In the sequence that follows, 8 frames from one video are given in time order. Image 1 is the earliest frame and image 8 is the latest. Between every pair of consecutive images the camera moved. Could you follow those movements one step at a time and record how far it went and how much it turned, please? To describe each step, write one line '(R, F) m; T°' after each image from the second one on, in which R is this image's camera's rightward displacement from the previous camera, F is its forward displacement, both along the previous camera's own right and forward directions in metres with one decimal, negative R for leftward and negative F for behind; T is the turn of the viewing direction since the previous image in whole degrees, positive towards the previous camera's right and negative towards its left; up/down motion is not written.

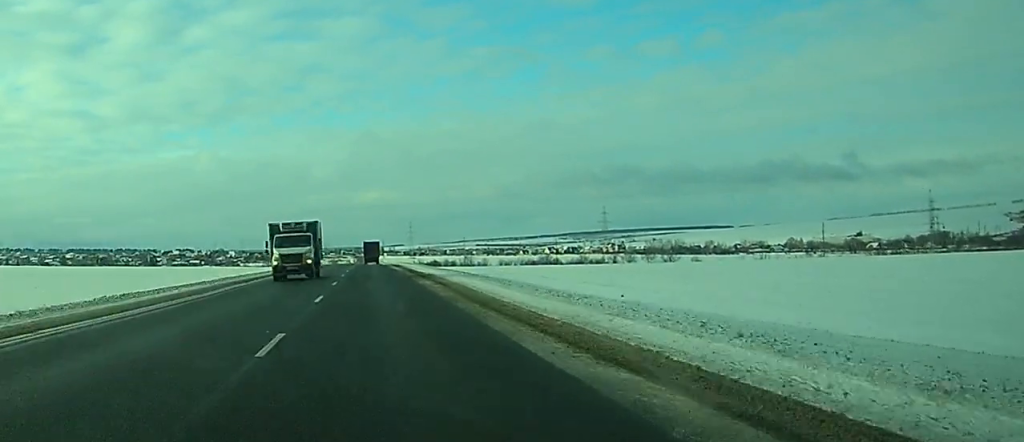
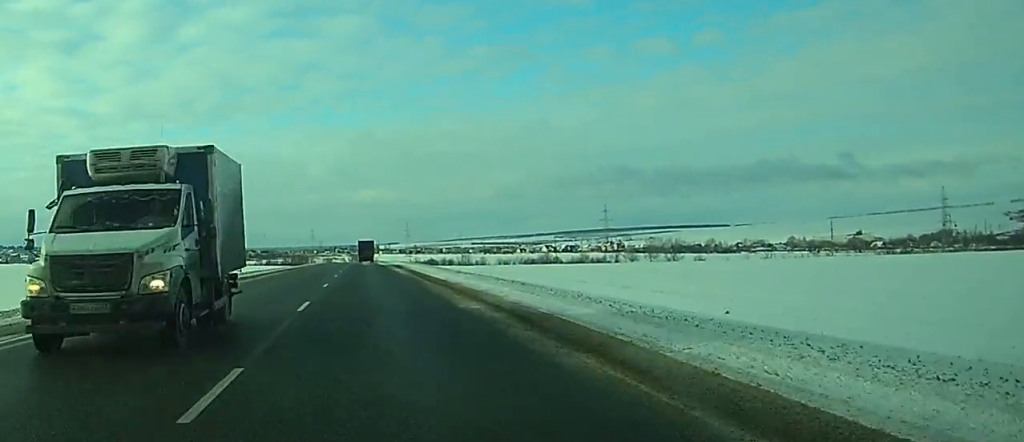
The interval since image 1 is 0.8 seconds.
(+0.1, +16.0) m; +1°
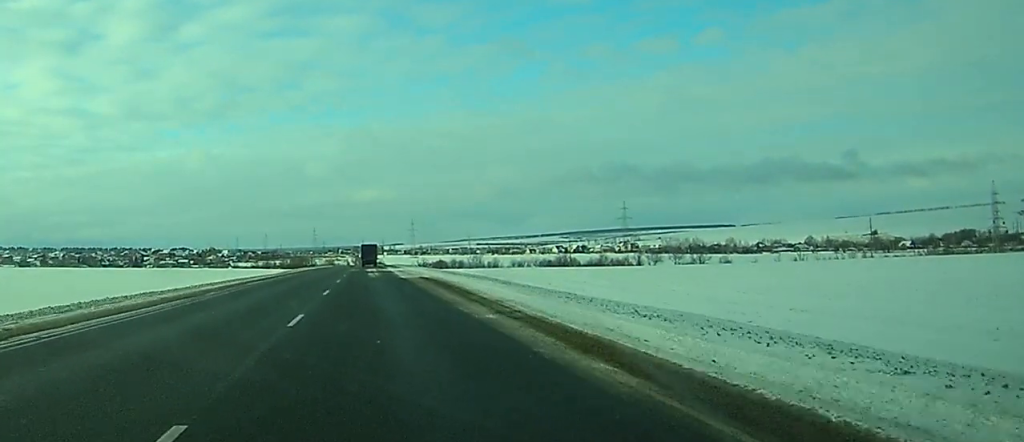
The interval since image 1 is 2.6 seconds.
(+0.2, +38.4) m; 0°
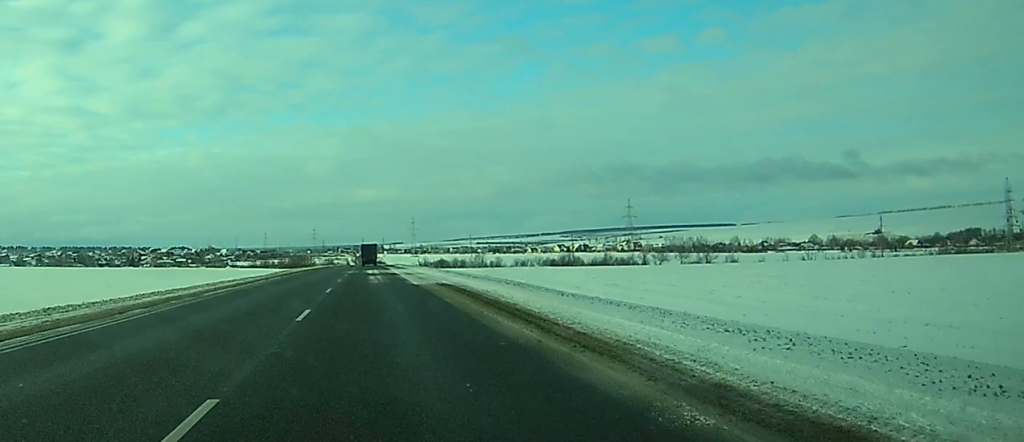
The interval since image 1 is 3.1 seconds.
(-0.1, +10.5) m; 0°
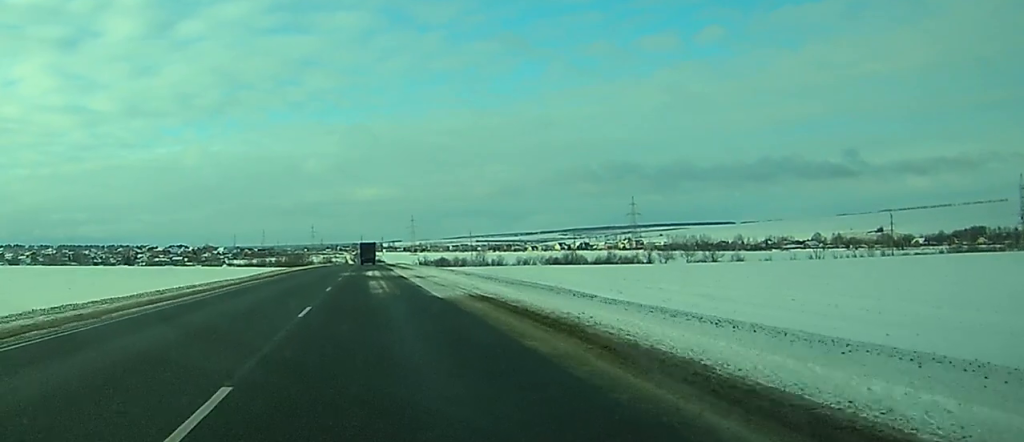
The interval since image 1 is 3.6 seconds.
(0.0, +11.2) m; 0°
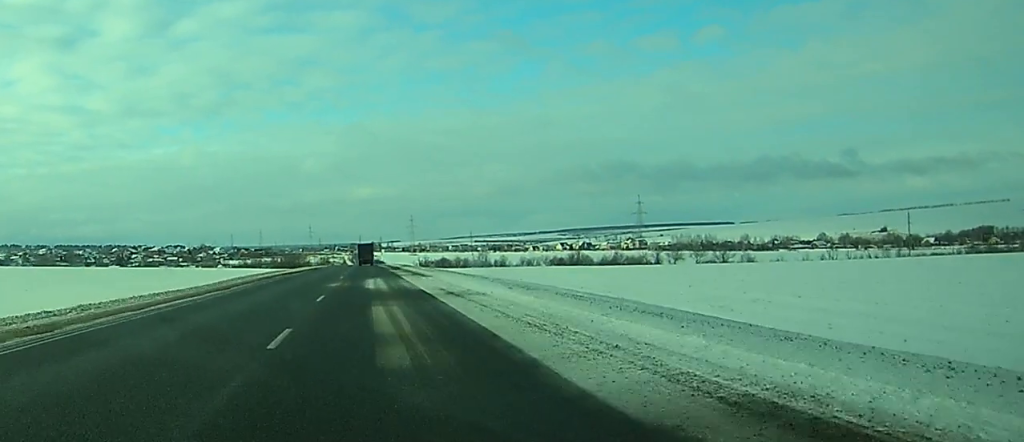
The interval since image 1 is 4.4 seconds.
(0.0, +16.8) m; -1°
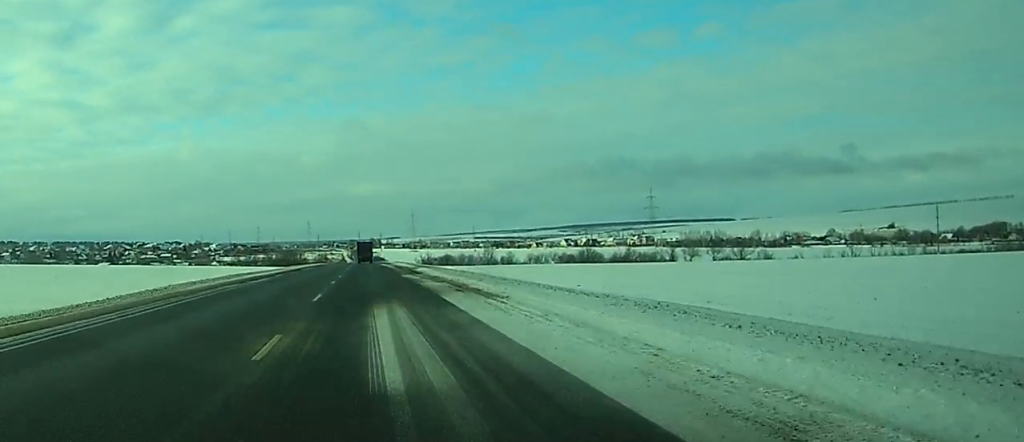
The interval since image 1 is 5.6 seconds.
(-0.3, +24.7) m; -1°
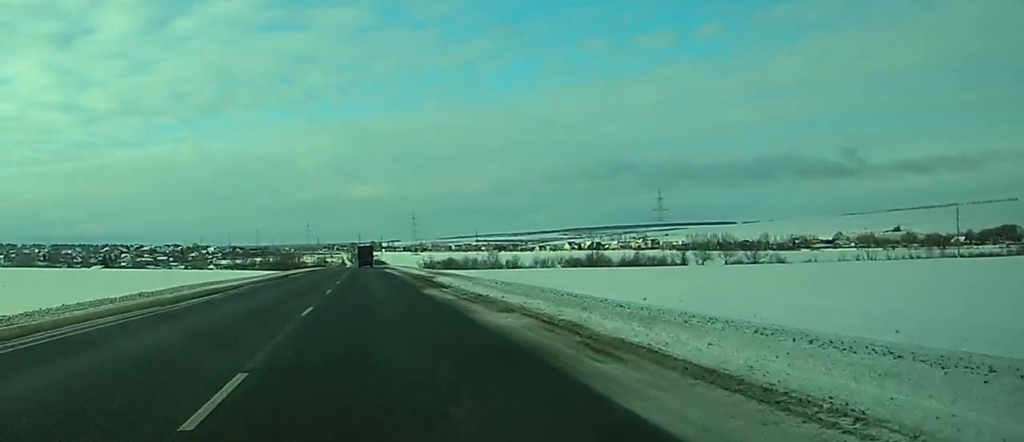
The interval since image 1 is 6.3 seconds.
(-0.1, +15.7) m; 0°
